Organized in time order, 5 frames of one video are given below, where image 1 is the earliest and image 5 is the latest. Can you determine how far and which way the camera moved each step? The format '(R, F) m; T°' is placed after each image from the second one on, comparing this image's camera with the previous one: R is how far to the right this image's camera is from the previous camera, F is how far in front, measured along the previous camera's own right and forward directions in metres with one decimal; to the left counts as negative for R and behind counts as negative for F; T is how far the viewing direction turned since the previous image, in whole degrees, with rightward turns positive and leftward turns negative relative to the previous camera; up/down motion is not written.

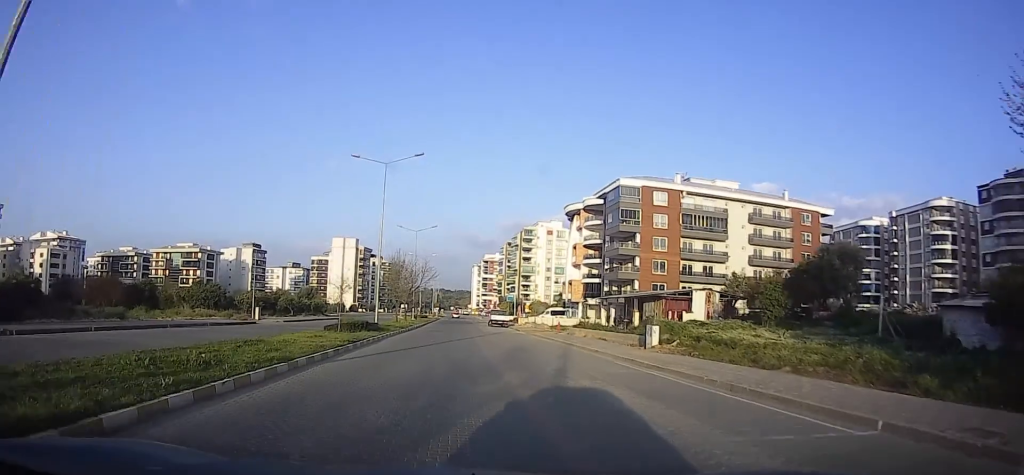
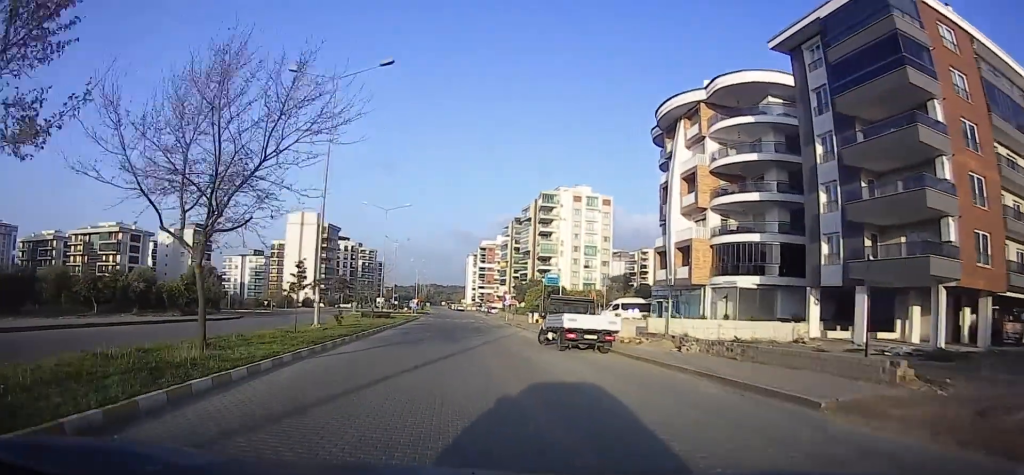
(+2.5, +47.7) m; +1°
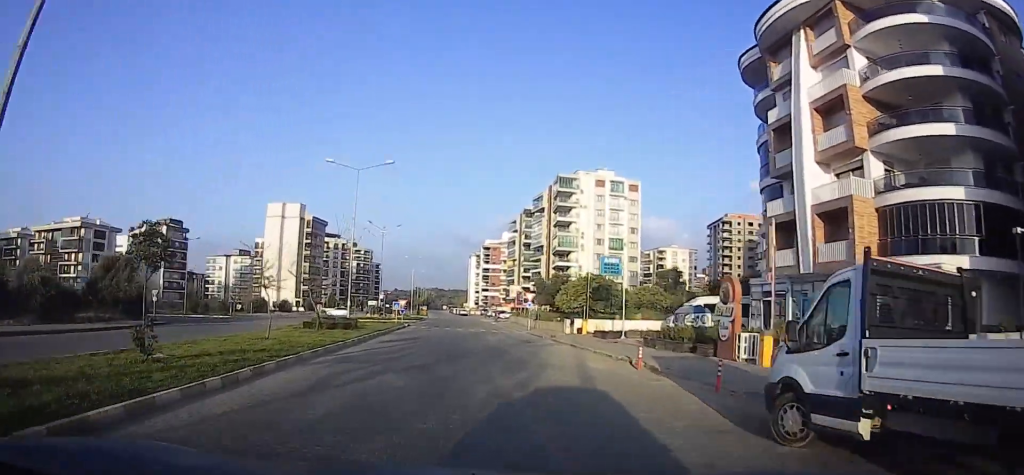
(-0.5, +18.8) m; -2°
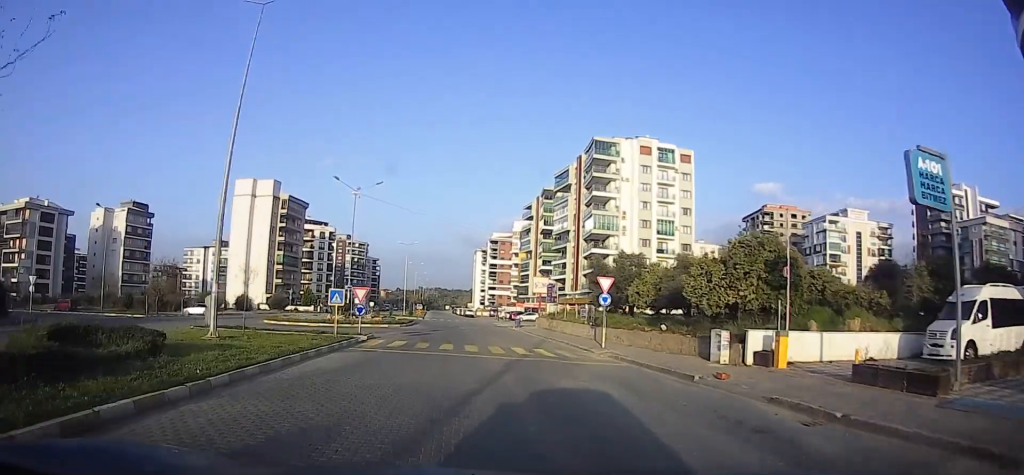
(0.0, +23.5) m; 0°
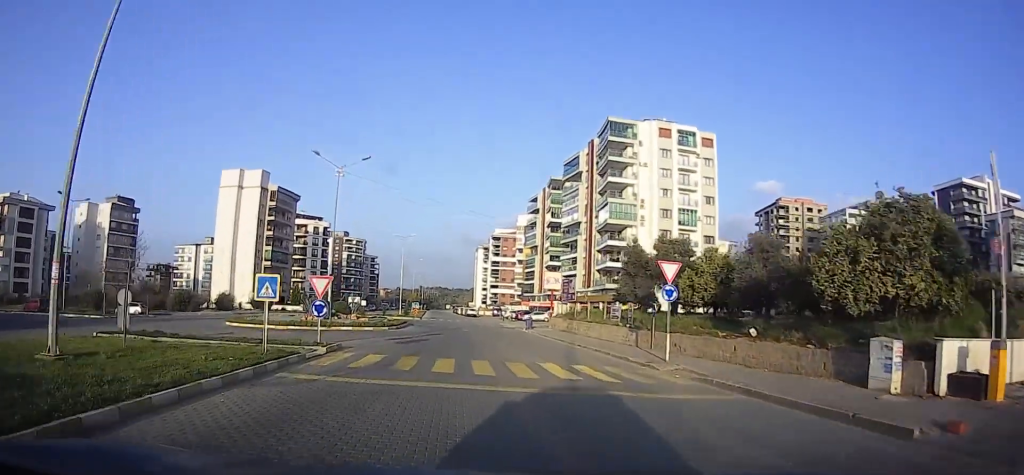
(0.0, +7.8) m; 0°
